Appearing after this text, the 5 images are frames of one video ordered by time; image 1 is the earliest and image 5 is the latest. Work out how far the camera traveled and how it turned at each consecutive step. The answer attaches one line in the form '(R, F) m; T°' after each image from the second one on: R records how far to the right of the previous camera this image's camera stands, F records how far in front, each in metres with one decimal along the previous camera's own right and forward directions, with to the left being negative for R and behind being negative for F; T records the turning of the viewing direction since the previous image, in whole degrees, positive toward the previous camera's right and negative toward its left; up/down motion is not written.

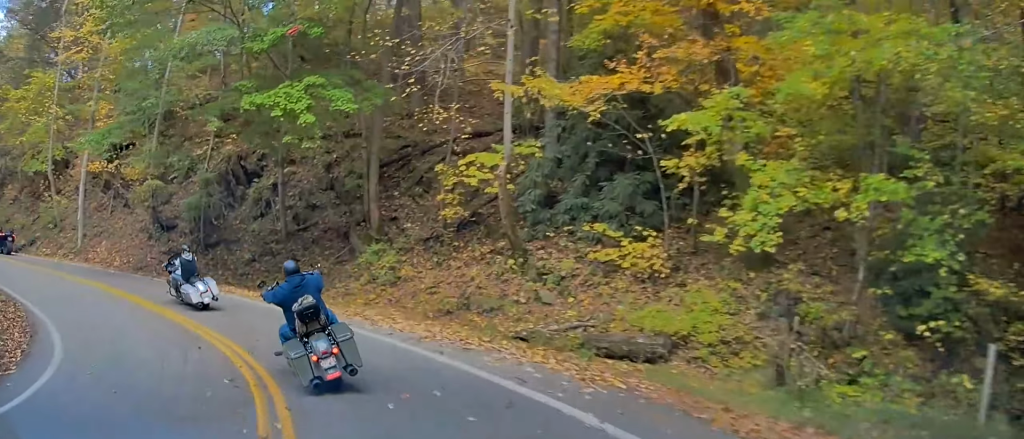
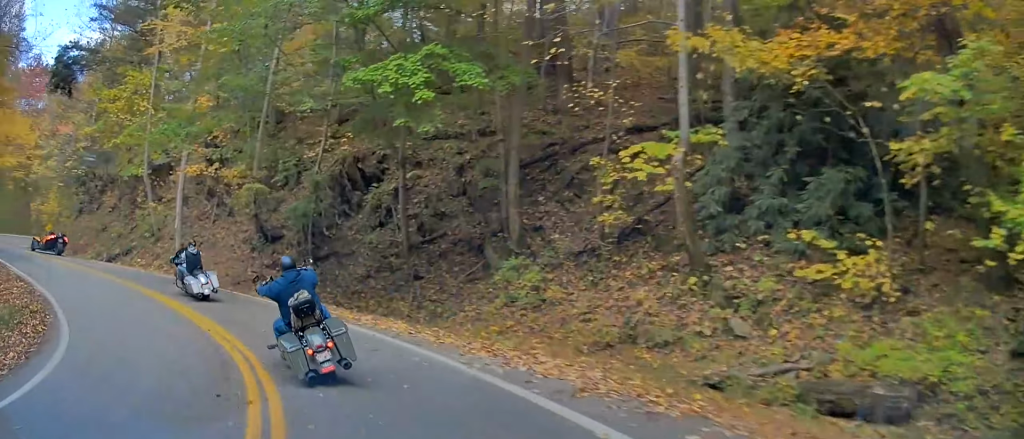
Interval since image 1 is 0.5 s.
(-1.3, +3.6) m; -16°
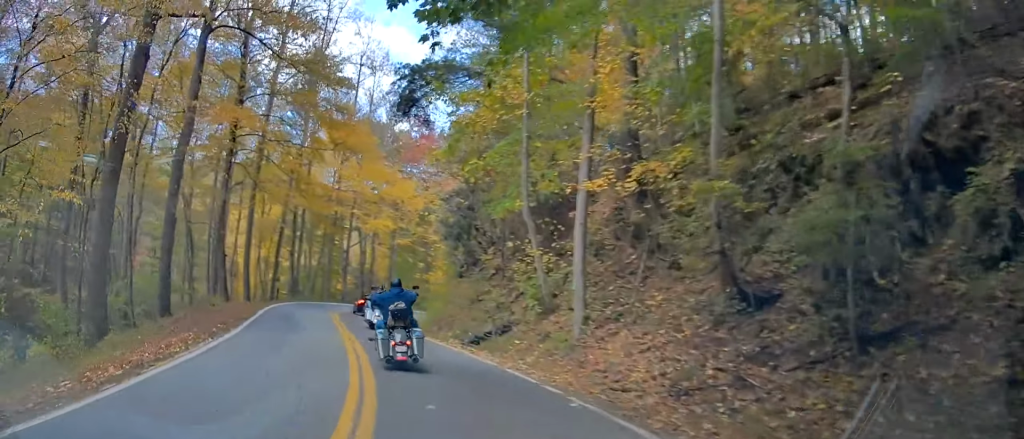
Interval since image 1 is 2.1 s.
(-1.3, +13.6) m; -10°
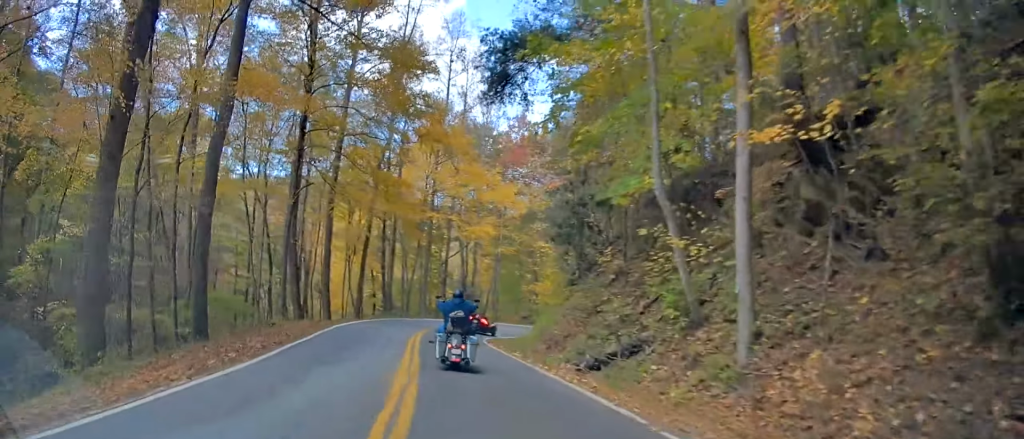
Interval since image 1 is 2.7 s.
(+0.2, +5.2) m; -5°
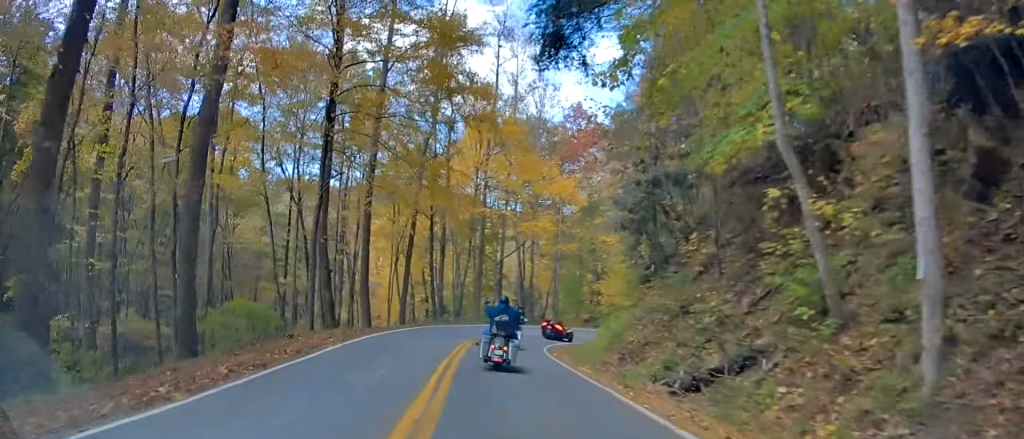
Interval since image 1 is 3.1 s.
(-0.6, +4.3) m; -3°
